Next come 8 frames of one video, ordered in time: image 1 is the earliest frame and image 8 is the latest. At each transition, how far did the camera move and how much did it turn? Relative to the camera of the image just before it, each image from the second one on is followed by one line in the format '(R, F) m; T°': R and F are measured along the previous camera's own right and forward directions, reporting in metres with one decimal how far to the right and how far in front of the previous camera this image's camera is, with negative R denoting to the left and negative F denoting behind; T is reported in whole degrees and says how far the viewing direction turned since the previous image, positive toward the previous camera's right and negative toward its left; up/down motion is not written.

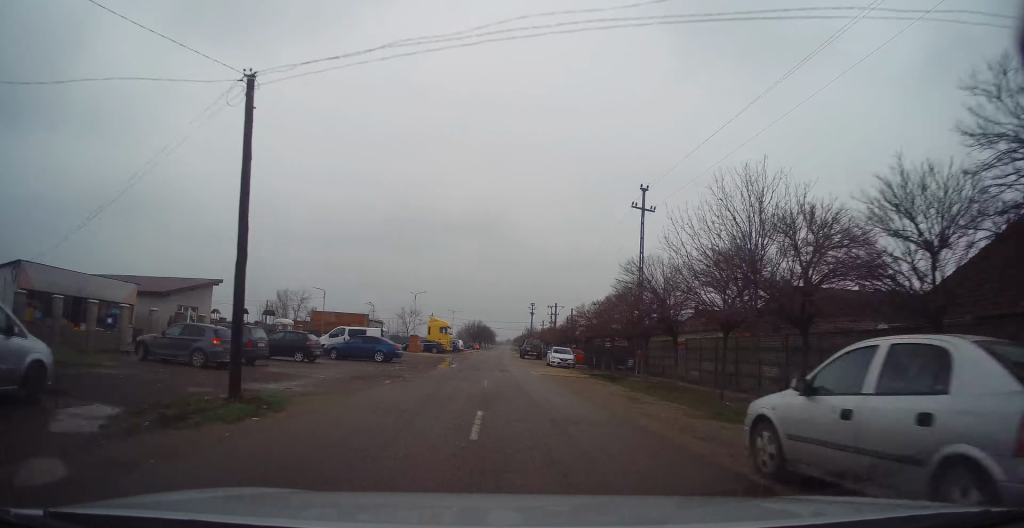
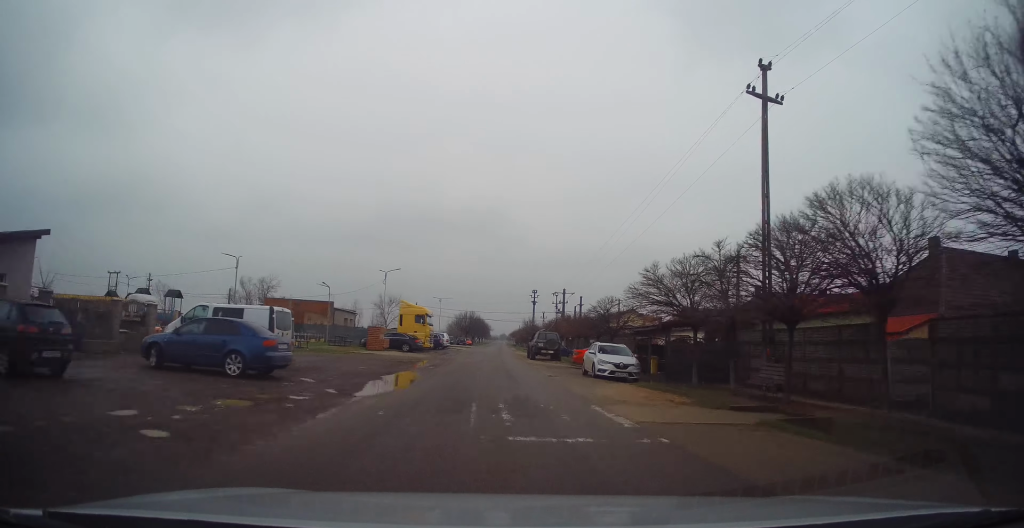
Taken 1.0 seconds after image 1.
(-0.1, +17.1) m; 0°
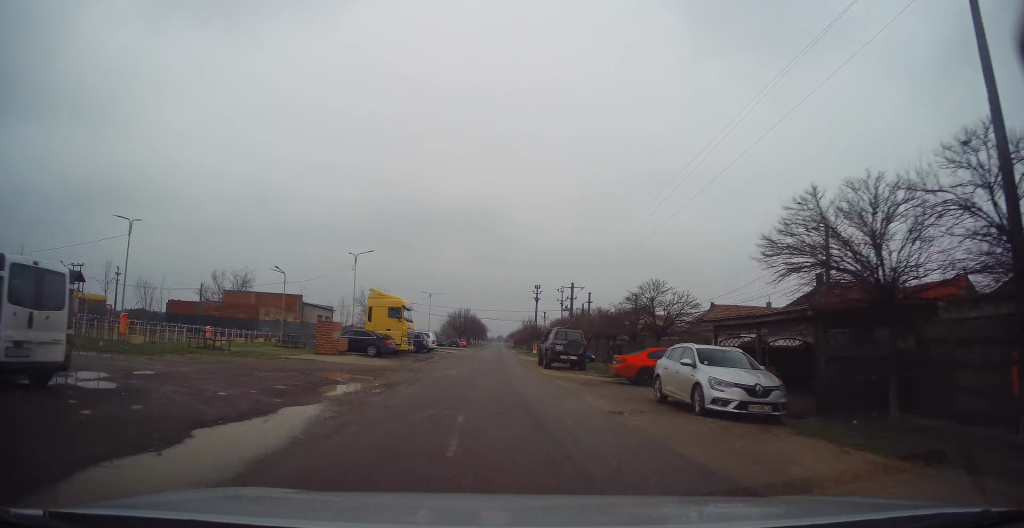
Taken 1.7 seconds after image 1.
(0.0, +11.3) m; 0°
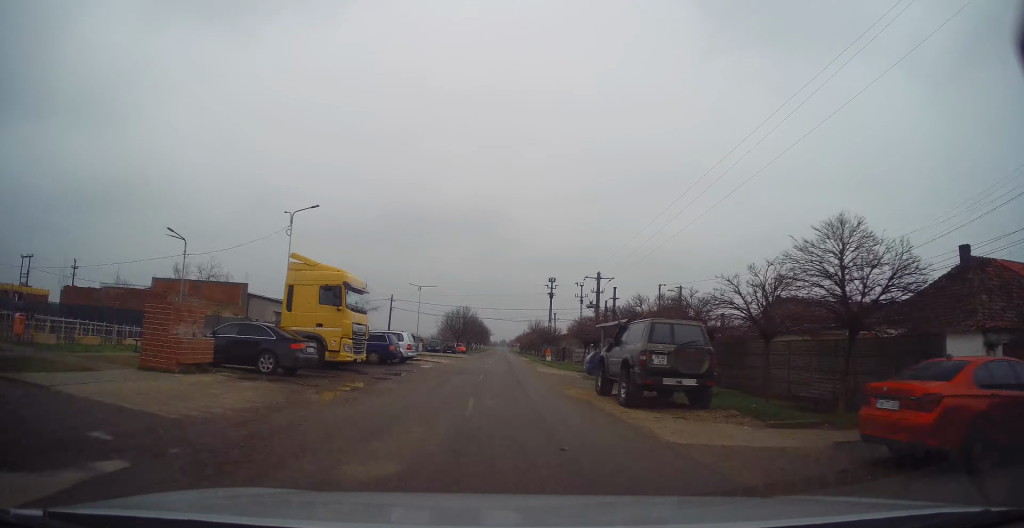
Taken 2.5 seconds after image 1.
(0.0, +14.5) m; +1°
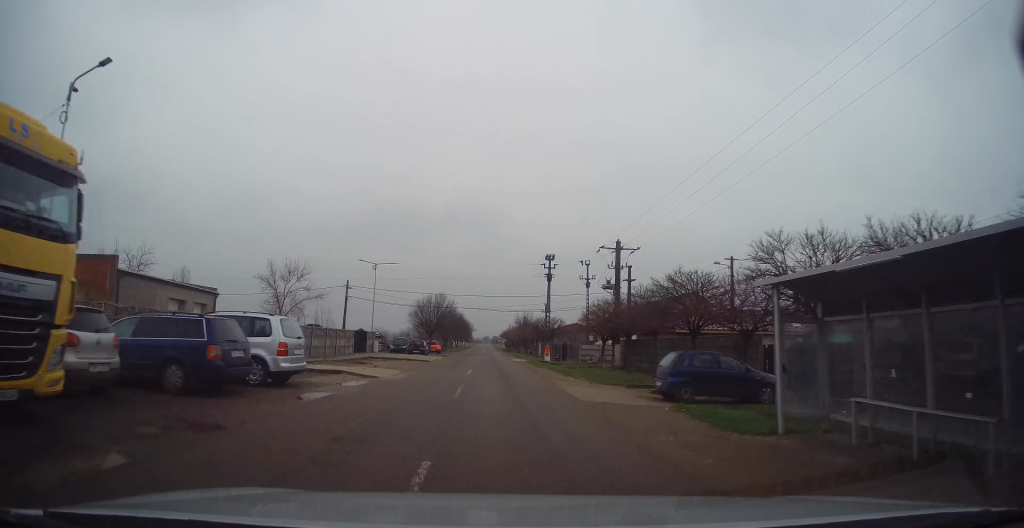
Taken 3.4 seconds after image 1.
(+0.2, +15.3) m; +1°
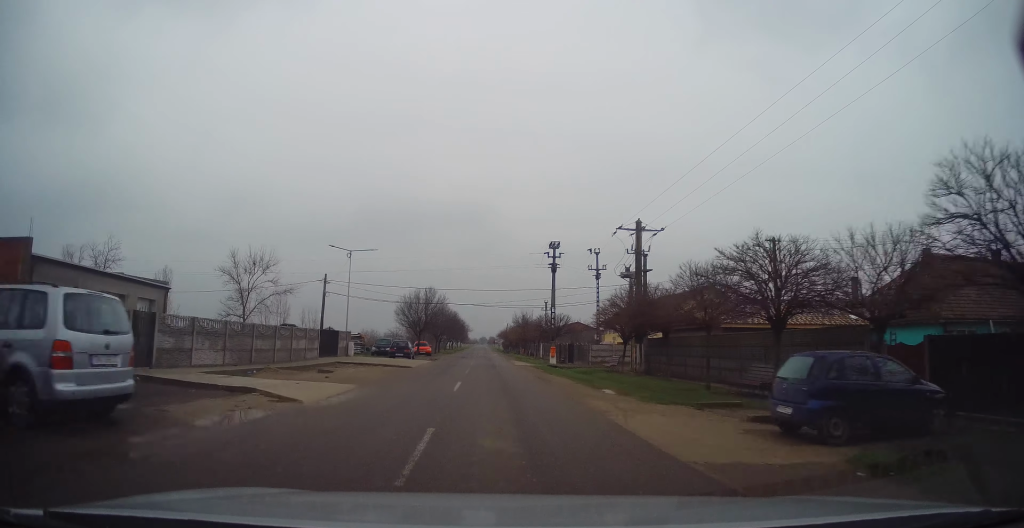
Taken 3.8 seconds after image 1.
(0.0, +7.2) m; +1°
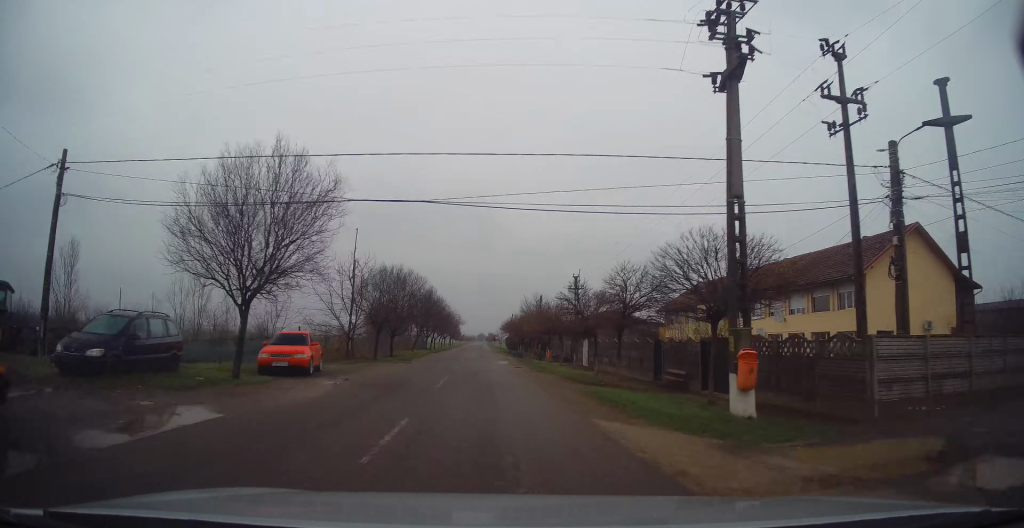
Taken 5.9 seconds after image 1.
(+0.3, +34.7) m; 0°
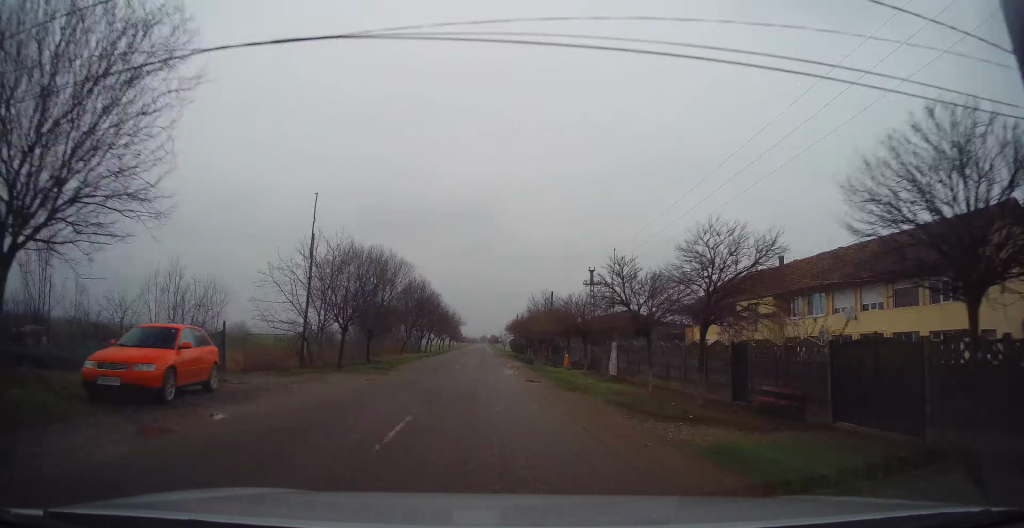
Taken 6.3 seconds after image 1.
(-0.1, +7.9) m; -1°
